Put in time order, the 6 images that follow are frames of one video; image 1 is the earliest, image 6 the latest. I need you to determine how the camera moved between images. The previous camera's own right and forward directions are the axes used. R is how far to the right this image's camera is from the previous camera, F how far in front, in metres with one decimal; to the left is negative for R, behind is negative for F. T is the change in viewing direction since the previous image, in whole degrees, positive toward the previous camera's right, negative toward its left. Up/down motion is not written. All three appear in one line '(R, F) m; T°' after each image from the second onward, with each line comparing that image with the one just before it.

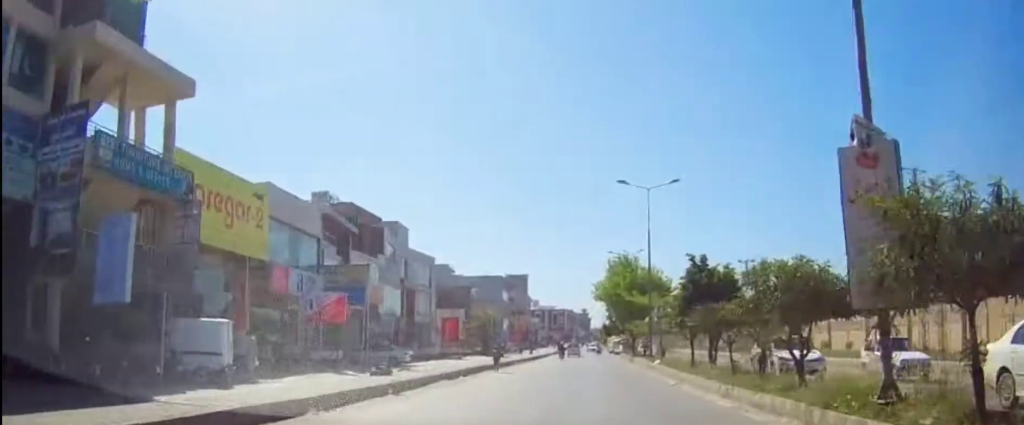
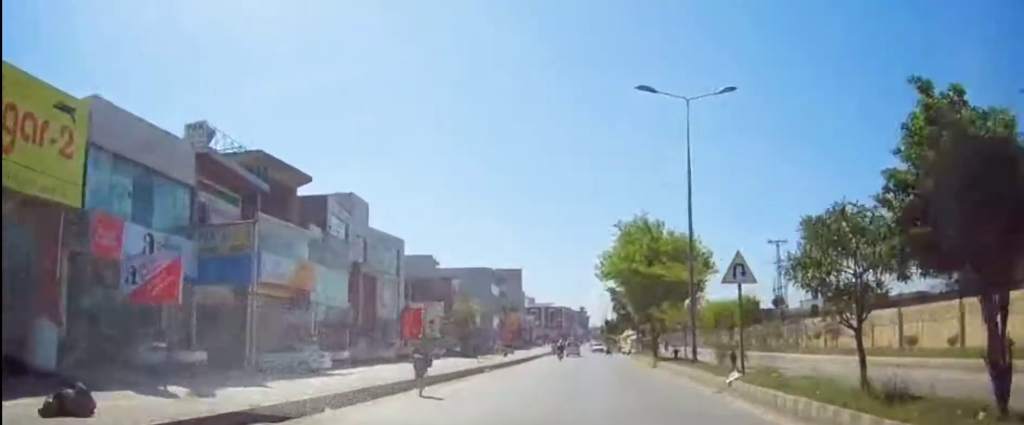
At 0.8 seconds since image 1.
(0.0, +14.4) m; 0°
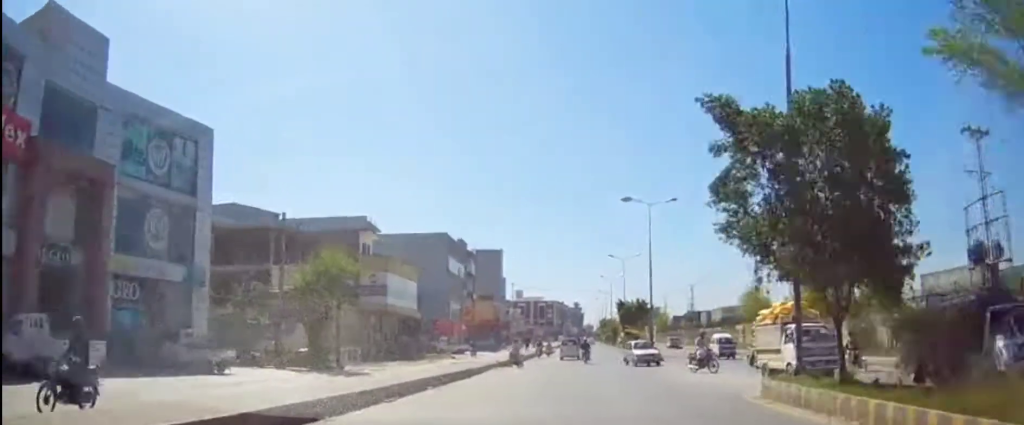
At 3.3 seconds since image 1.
(+0.2, +40.7) m; 0°
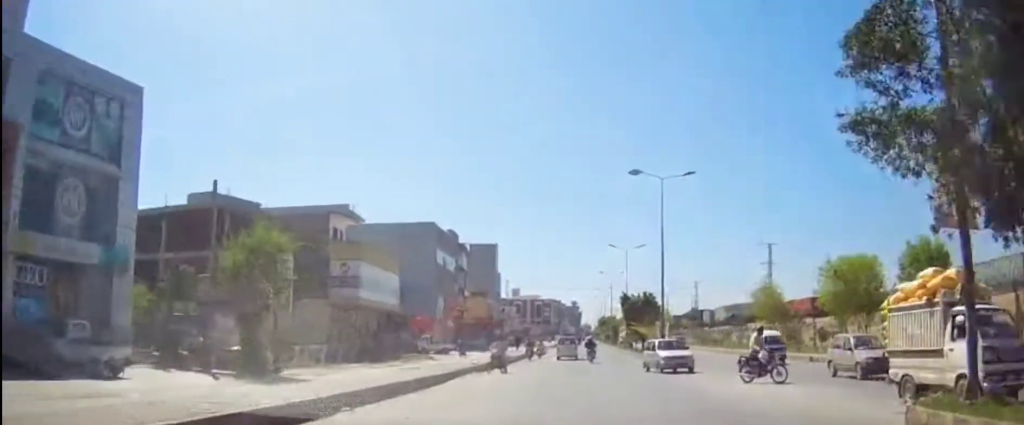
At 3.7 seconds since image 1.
(+0.1, +7.0) m; +1°
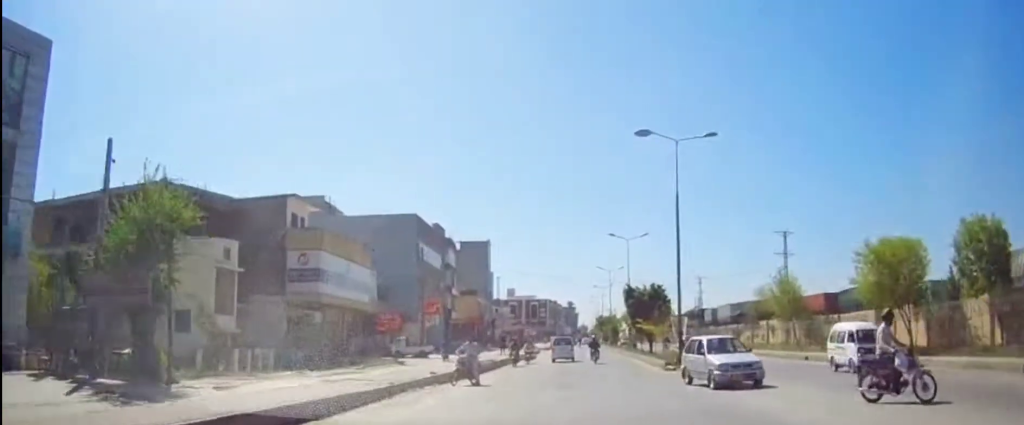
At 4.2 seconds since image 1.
(+0.3, +7.6) m; +1°
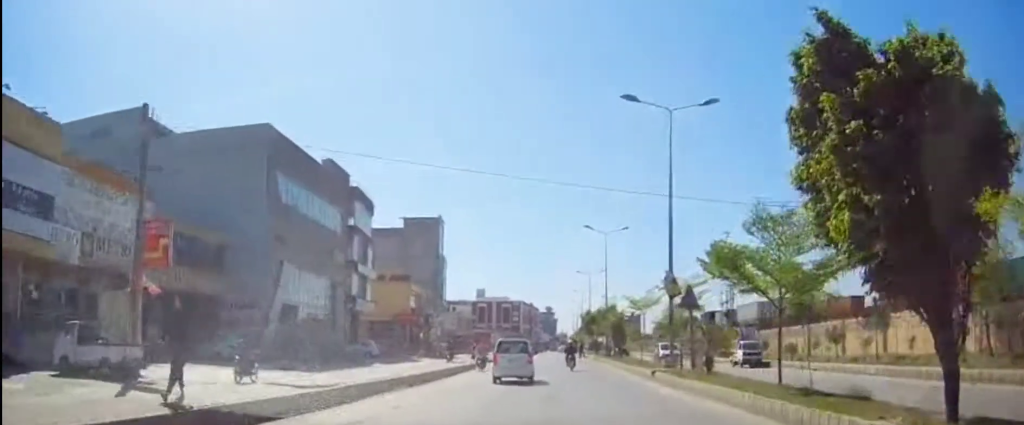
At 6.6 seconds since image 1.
(-0.8, +36.4) m; 0°
